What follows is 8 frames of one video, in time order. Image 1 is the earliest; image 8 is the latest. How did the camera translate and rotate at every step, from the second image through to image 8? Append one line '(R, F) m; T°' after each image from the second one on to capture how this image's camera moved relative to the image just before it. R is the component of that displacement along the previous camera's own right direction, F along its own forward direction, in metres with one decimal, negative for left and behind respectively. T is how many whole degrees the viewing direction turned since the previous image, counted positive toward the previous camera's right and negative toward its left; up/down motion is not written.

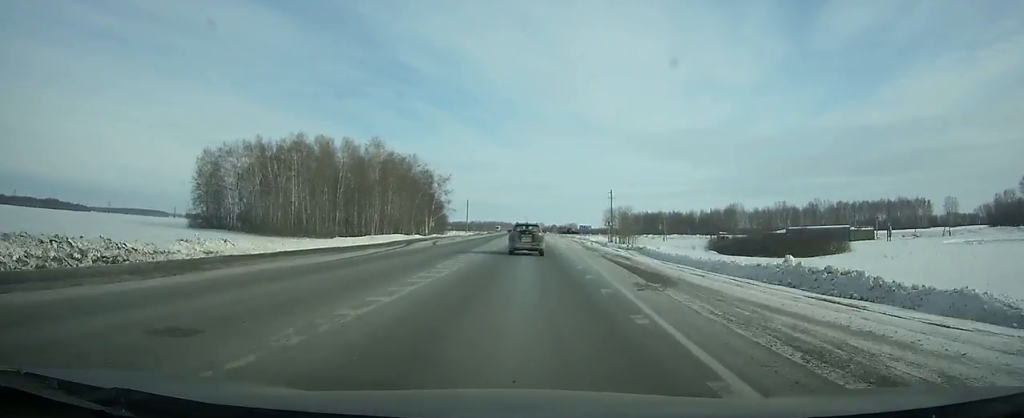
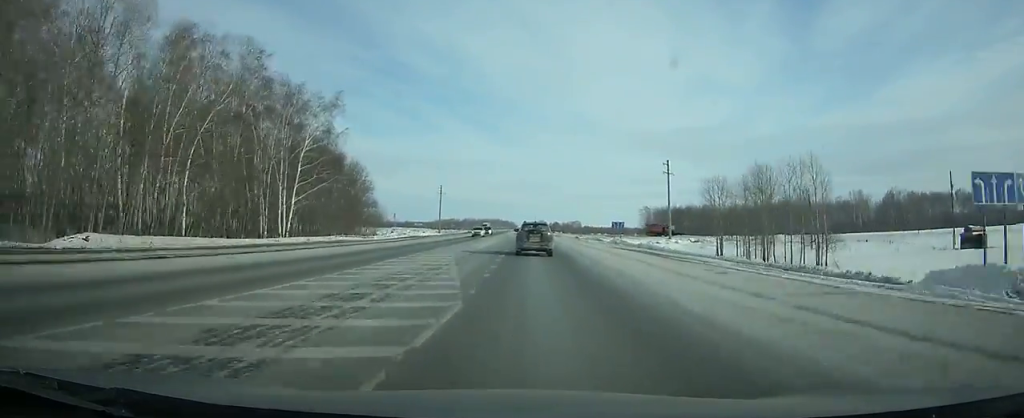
(+0.5, +96.8) m; 0°
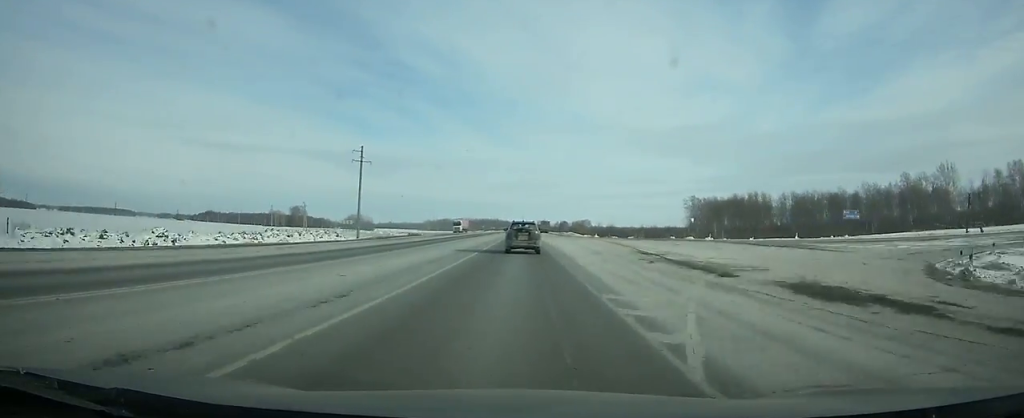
(+0.4, +112.1) m; 0°
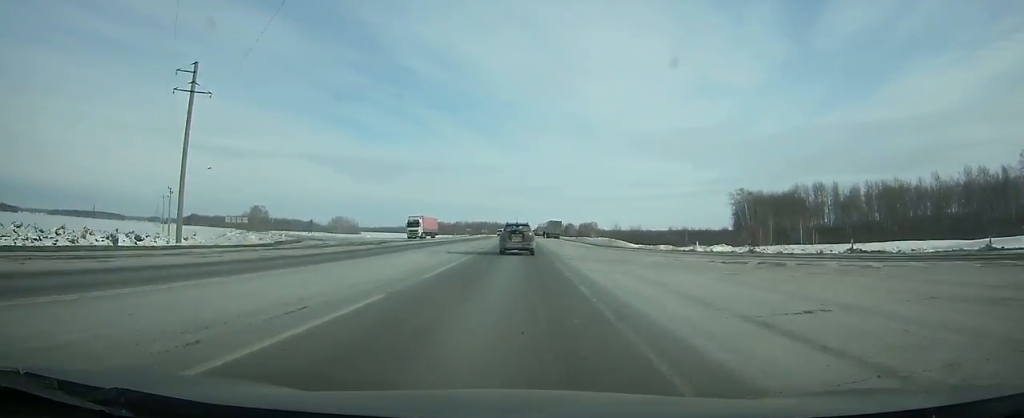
(-0.2, +64.9) m; 0°
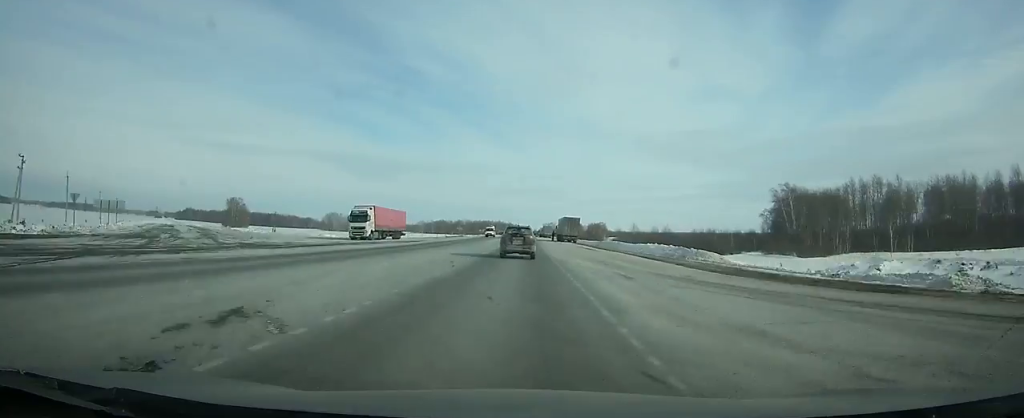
(-0.1, +35.9) m; 0°
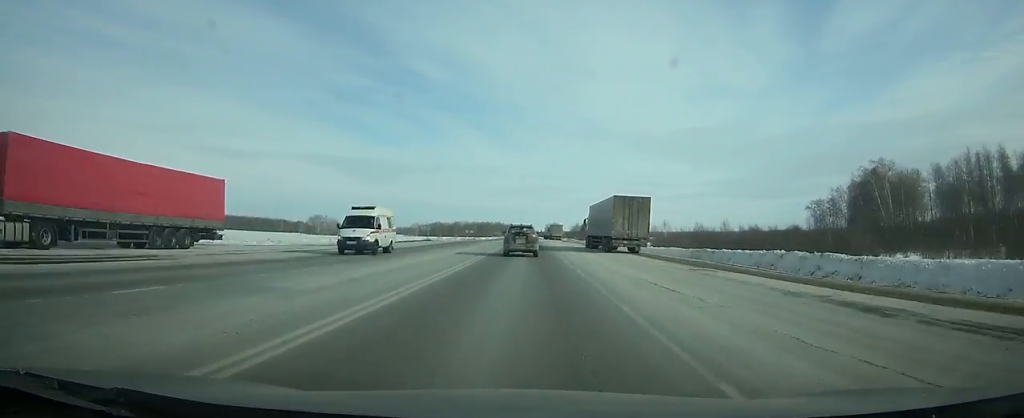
(-0.2, +52.5) m; 0°
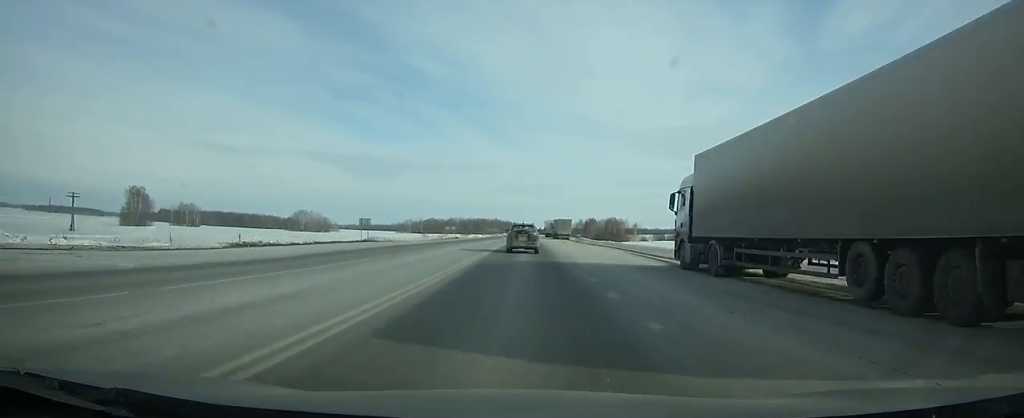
(0.0, +38.1) m; 0°
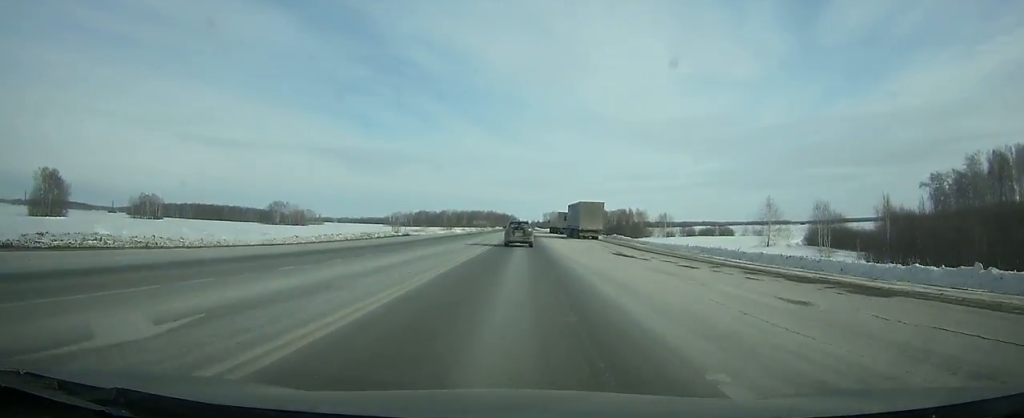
(0.0, +52.6) m; 0°
